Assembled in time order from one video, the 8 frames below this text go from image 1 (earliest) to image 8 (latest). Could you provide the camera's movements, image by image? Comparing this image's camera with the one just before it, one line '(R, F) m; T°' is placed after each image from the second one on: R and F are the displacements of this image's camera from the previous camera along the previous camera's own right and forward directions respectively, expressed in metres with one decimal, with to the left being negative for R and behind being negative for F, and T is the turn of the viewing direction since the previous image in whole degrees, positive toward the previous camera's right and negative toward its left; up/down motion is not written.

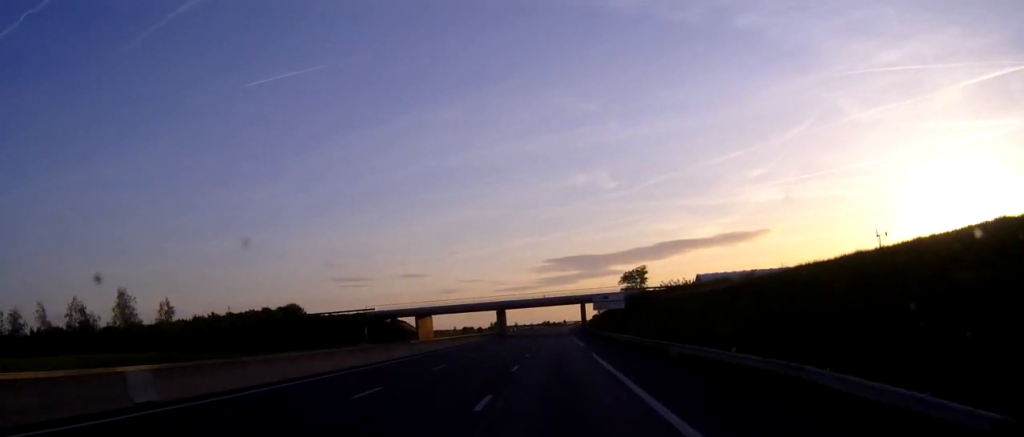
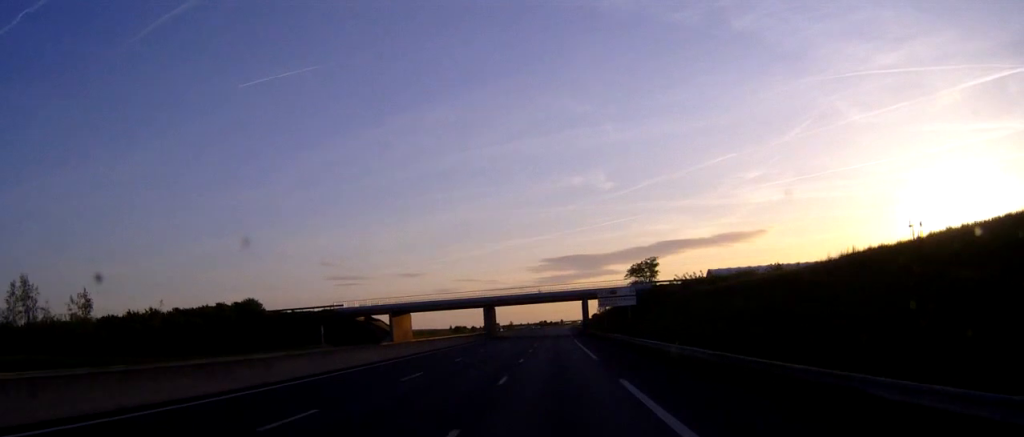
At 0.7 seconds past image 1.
(0.0, +18.8) m; 0°
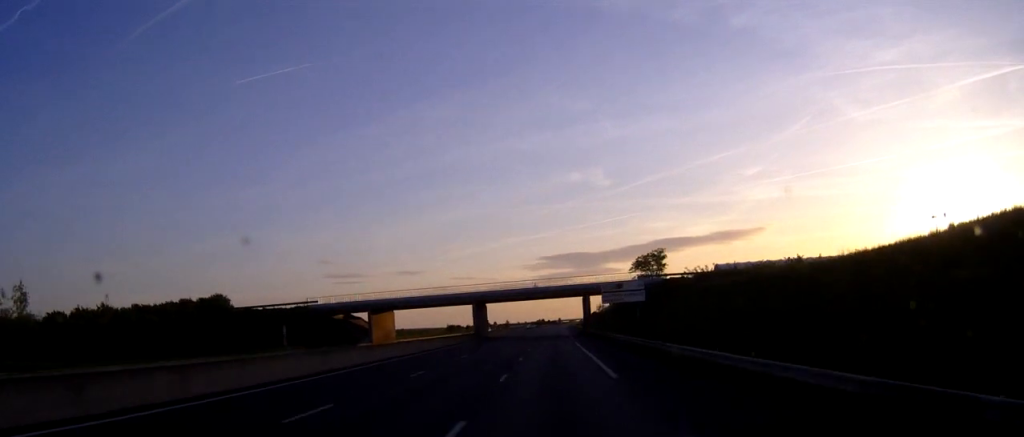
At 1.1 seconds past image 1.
(0.0, +11.6) m; 0°
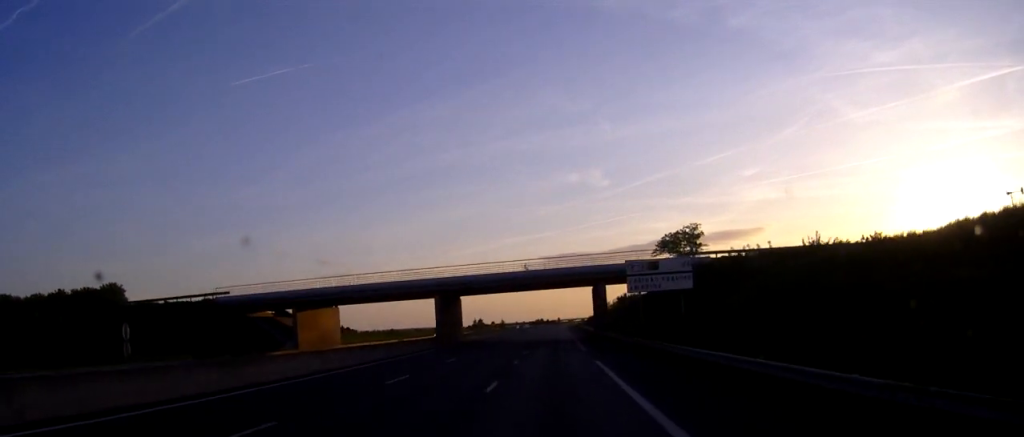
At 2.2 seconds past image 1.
(0.0, +29.5) m; 0°
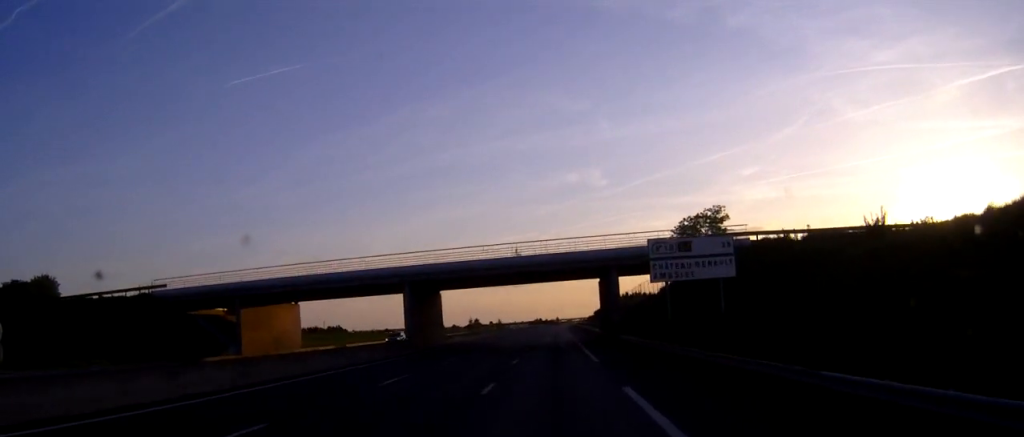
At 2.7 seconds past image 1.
(0.0, +13.4) m; 0°
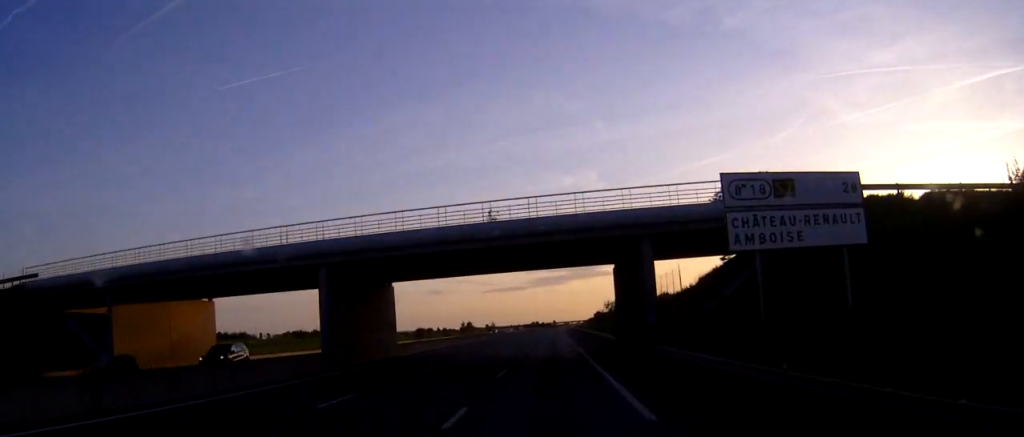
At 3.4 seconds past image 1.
(0.0, +18.8) m; 0°
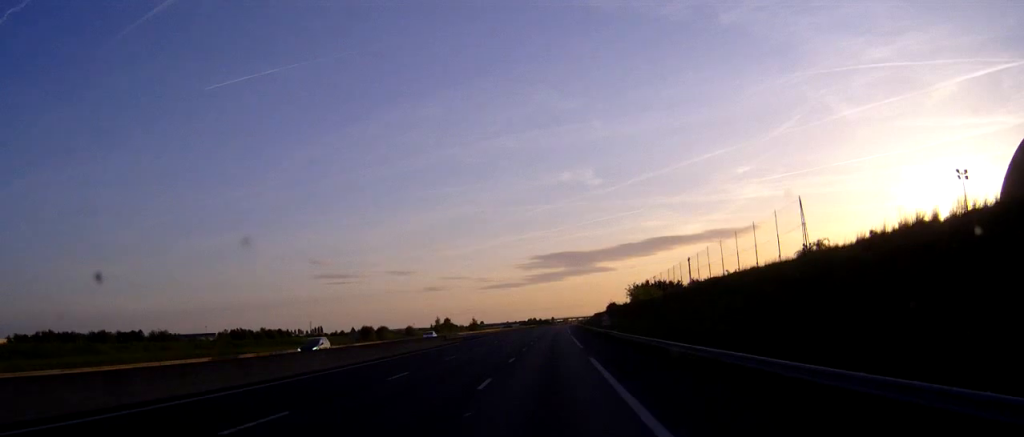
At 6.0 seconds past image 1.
(-0.5, +70.5) m; 0°
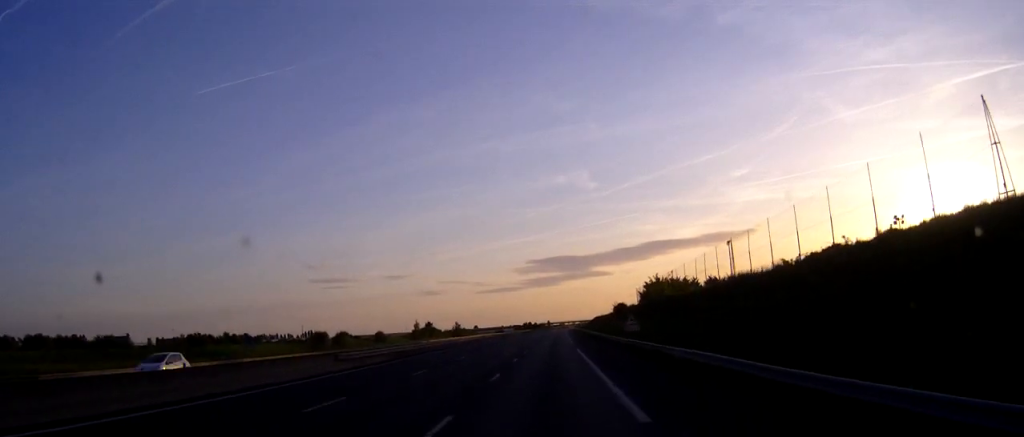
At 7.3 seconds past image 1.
(+0.3, +34.0) m; +1°
